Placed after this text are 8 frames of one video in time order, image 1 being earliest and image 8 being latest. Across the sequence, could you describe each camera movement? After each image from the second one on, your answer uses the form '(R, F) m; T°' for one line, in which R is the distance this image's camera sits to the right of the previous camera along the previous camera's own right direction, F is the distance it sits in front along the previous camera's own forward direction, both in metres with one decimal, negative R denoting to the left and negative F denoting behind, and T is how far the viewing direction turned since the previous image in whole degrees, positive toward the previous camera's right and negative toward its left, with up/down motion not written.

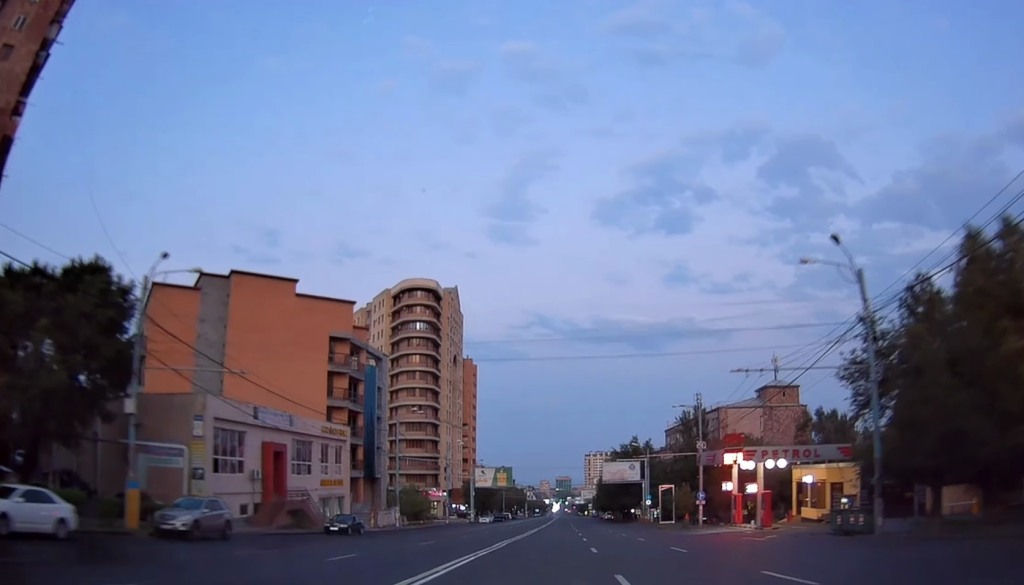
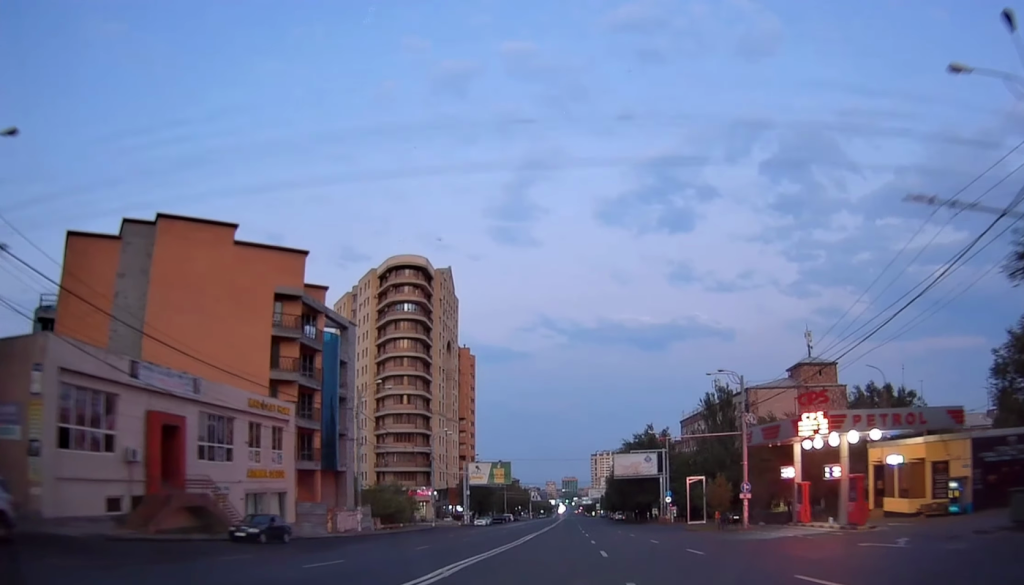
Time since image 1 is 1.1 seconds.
(-0.4, +14.1) m; 0°
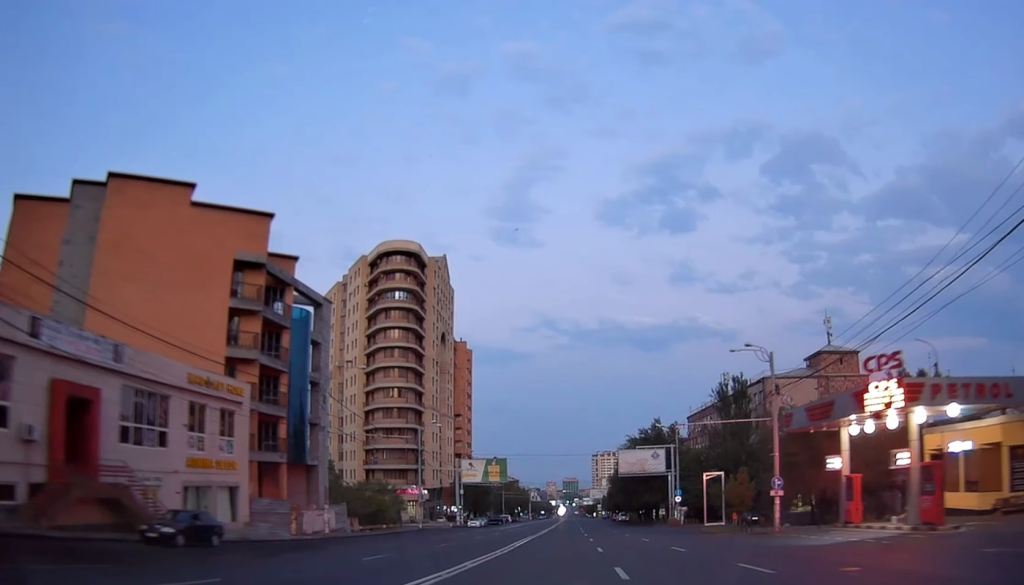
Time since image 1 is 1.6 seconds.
(+0.1, +7.2) m; +1°
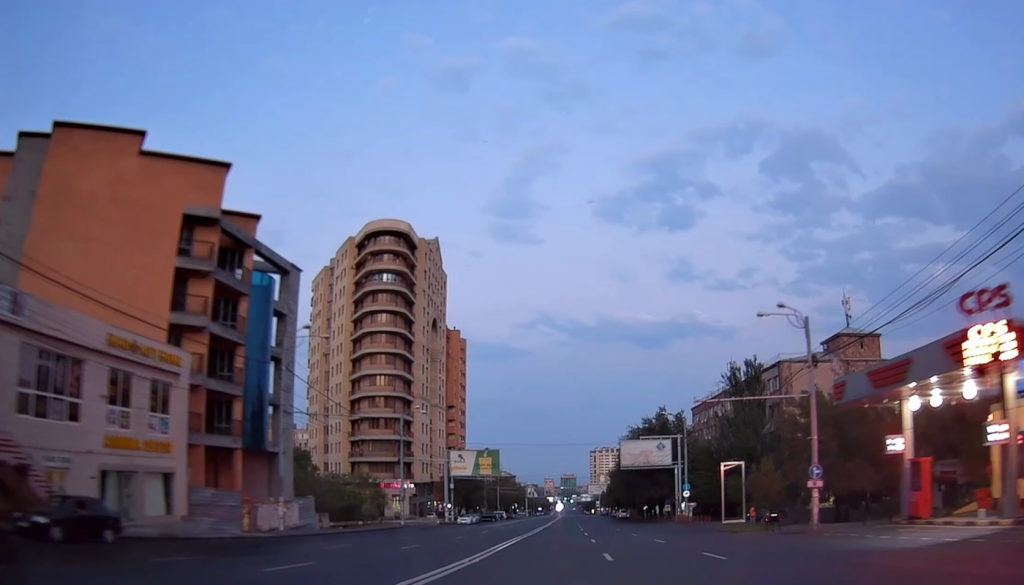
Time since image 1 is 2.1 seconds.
(+0.2, +7.2) m; +1°
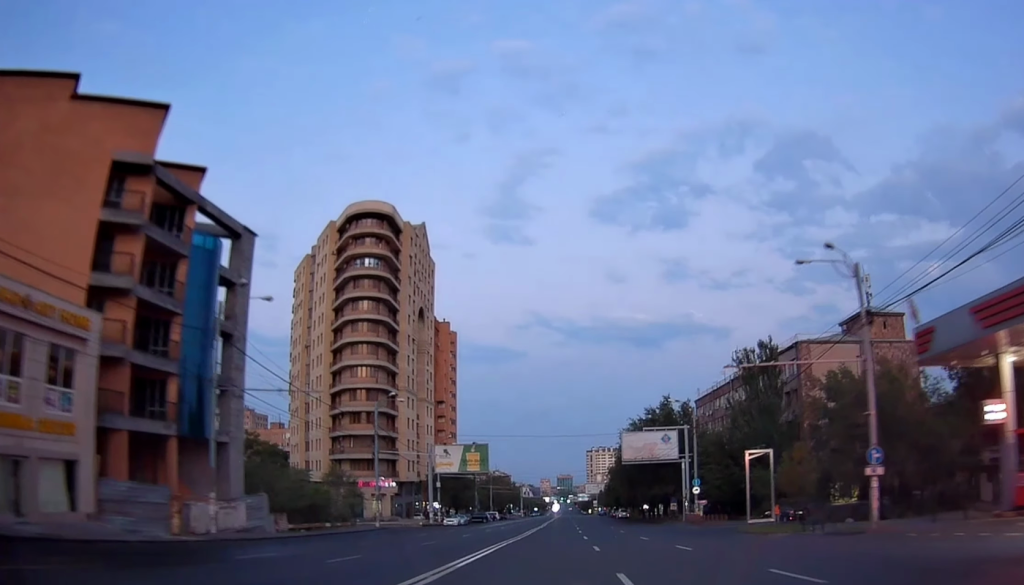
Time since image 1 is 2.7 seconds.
(0.0, +7.5) m; 0°
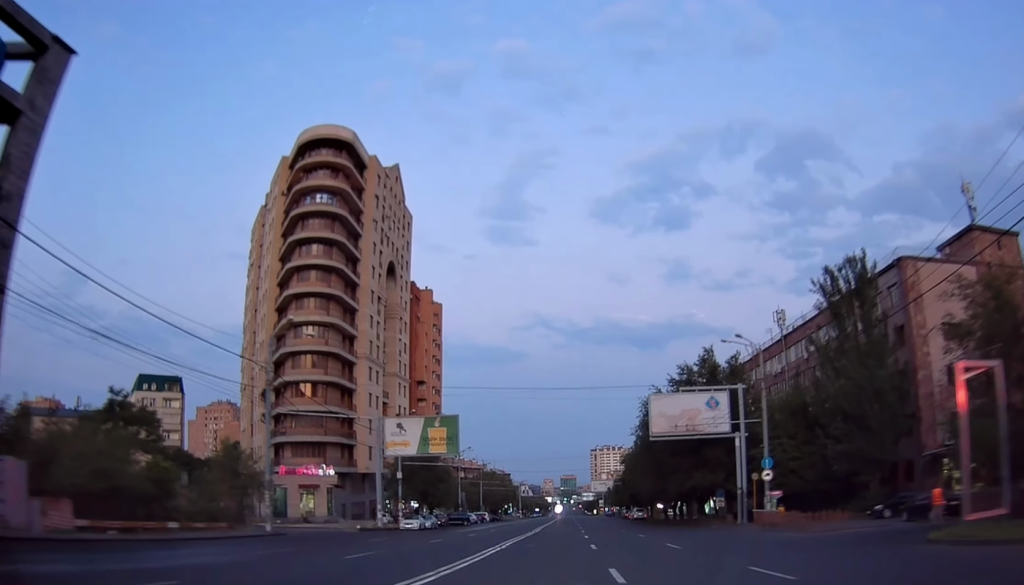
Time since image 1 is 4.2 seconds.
(0.0, +22.7) m; +1°
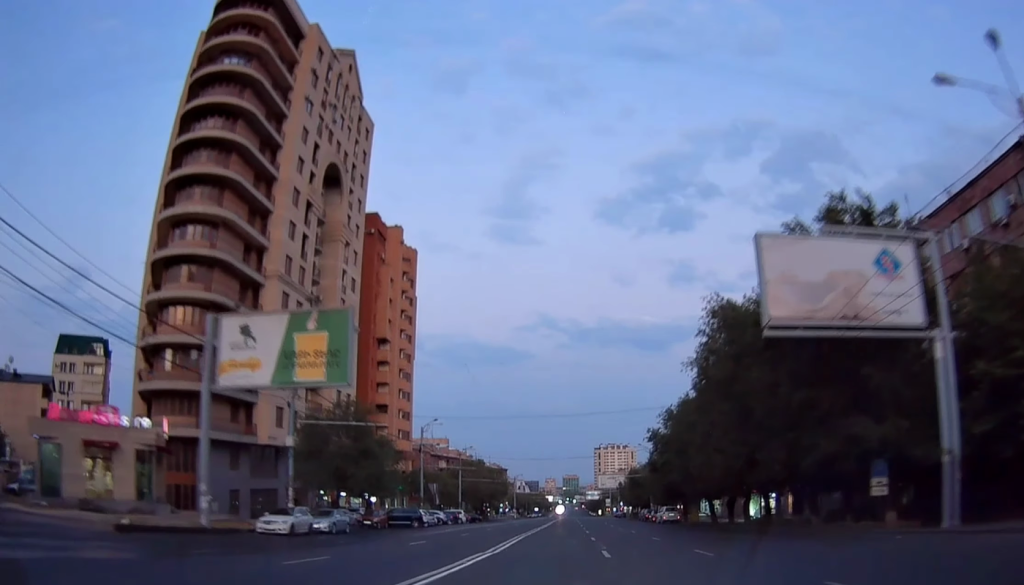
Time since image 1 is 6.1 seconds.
(-0.4, +28.9) m; -2°
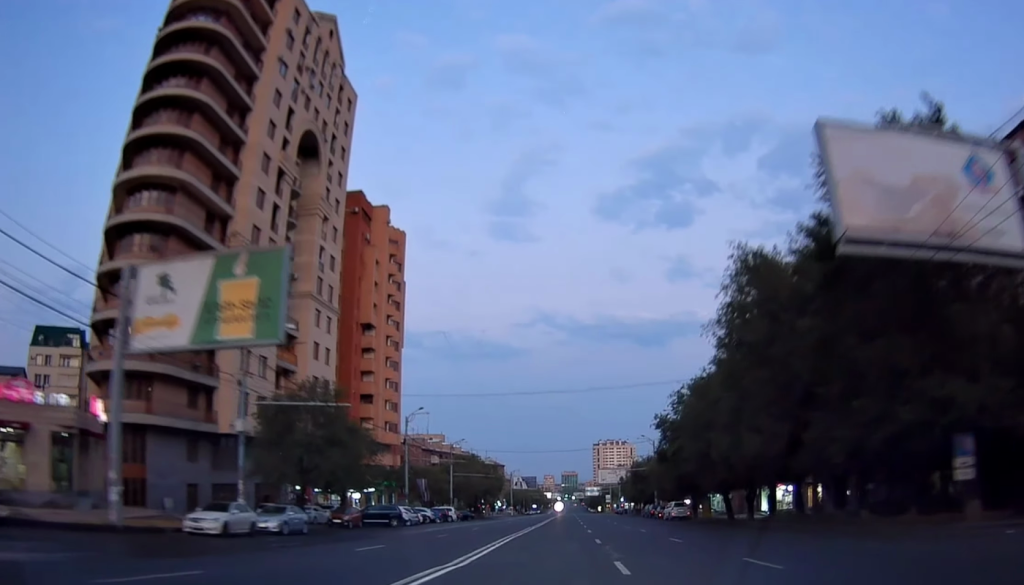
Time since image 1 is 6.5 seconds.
(0.0, +6.9) m; 0°
